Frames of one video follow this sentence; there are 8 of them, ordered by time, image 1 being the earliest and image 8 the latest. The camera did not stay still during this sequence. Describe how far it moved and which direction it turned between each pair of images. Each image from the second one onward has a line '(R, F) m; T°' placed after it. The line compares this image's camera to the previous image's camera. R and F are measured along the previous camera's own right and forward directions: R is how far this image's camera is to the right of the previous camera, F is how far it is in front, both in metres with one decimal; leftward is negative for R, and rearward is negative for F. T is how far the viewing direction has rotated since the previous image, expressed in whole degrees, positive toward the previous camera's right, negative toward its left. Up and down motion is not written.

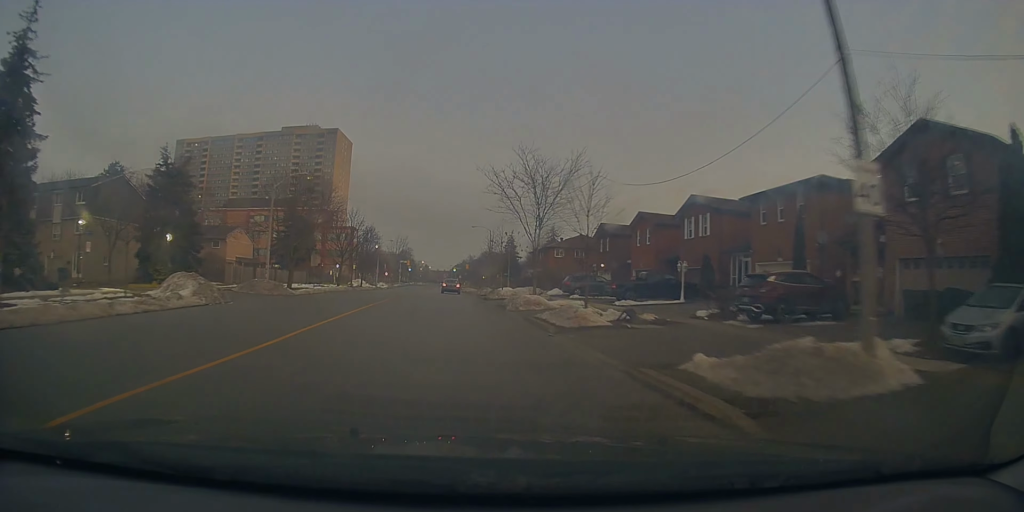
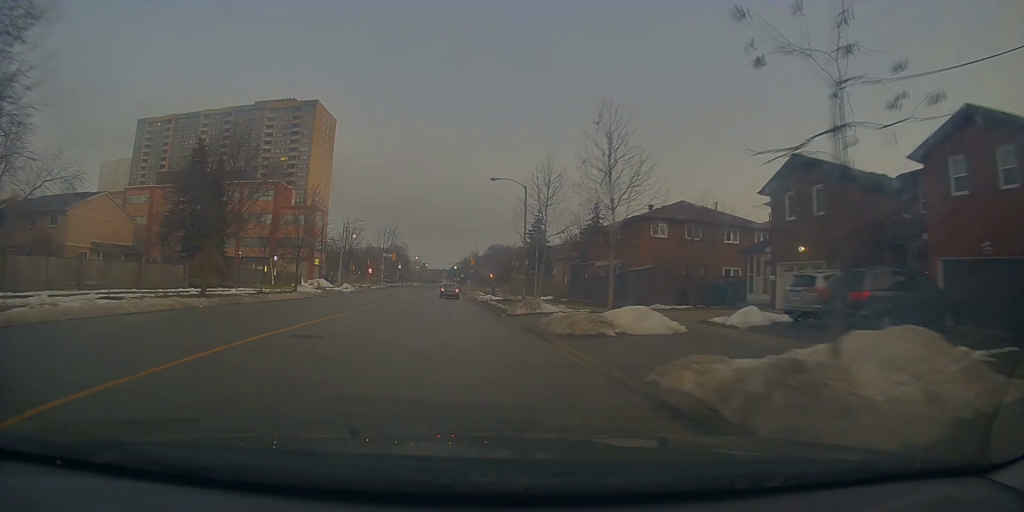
(-2.1, +34.5) m; -2°
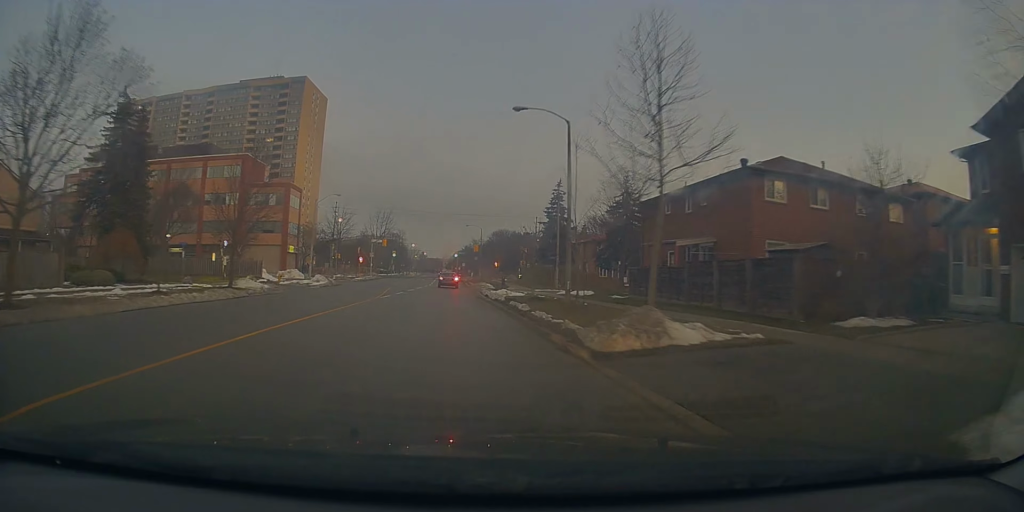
(-0.1, +14.7) m; +1°
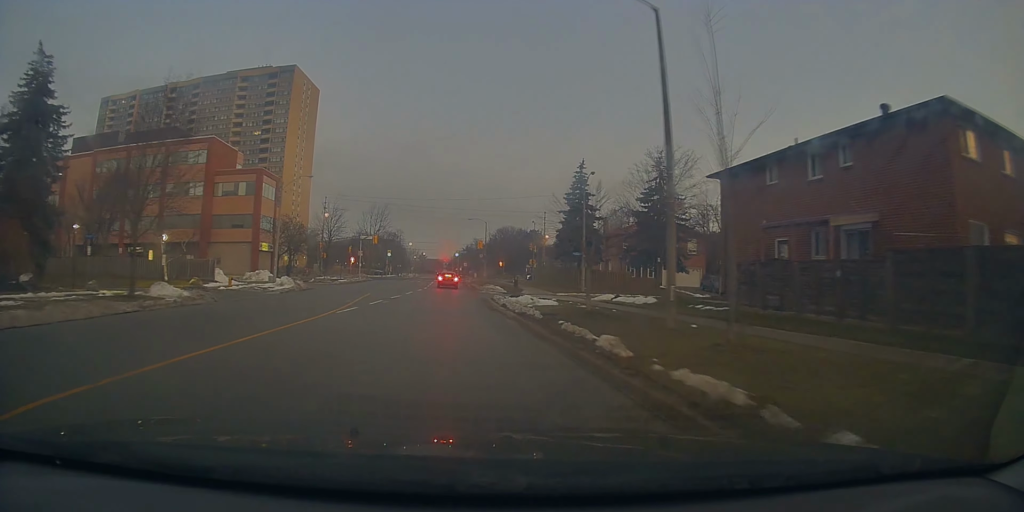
(+0.1, +11.5) m; +1°
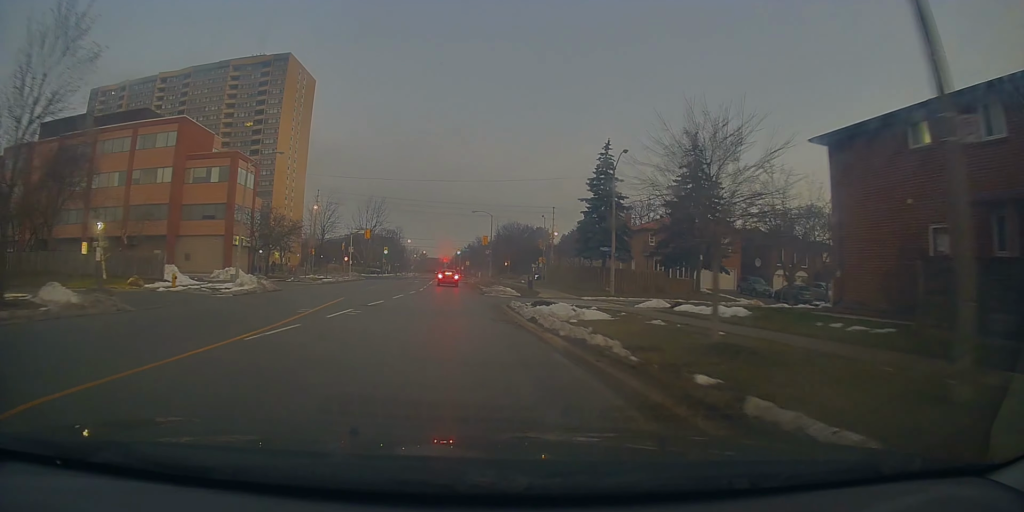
(+0.1, +8.5) m; 0°
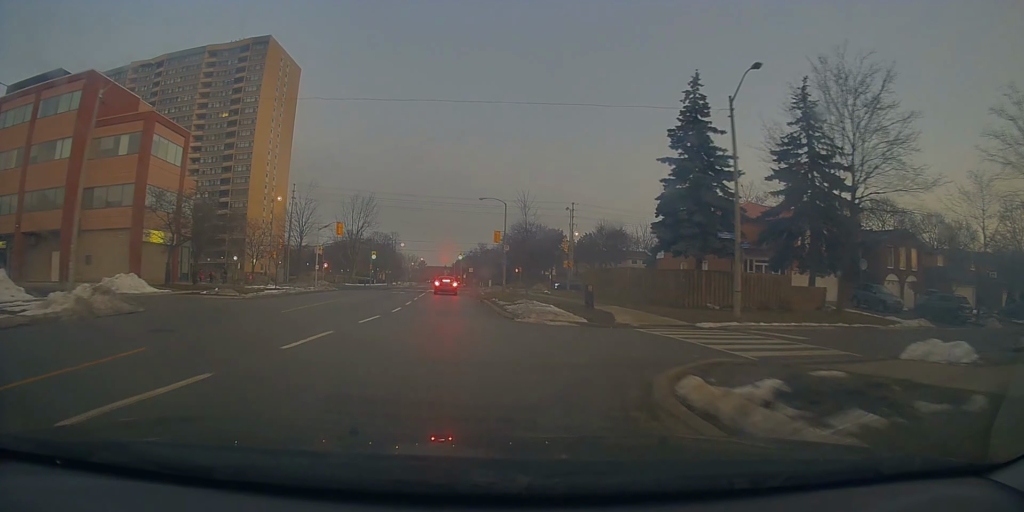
(-0.3, +17.9) m; -2°
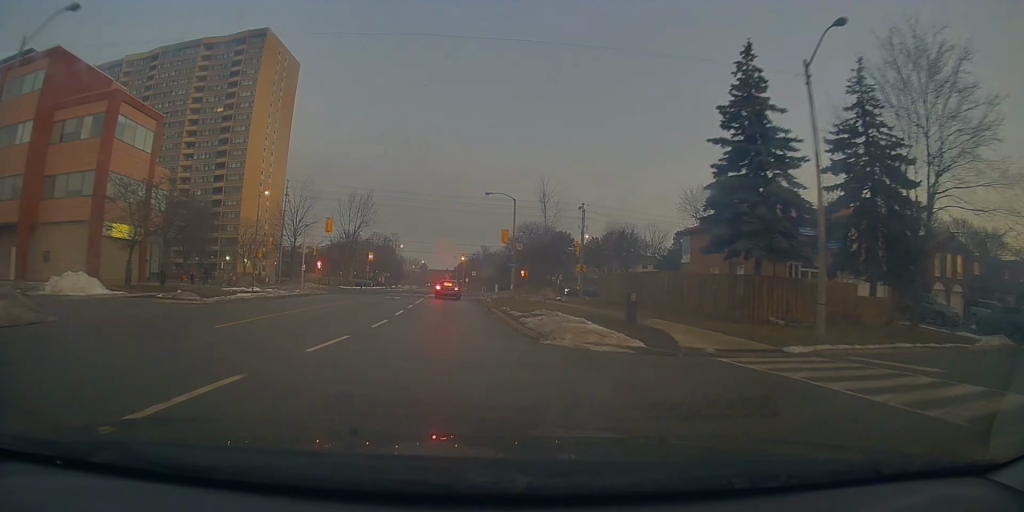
(-0.1, +5.4) m; 0°
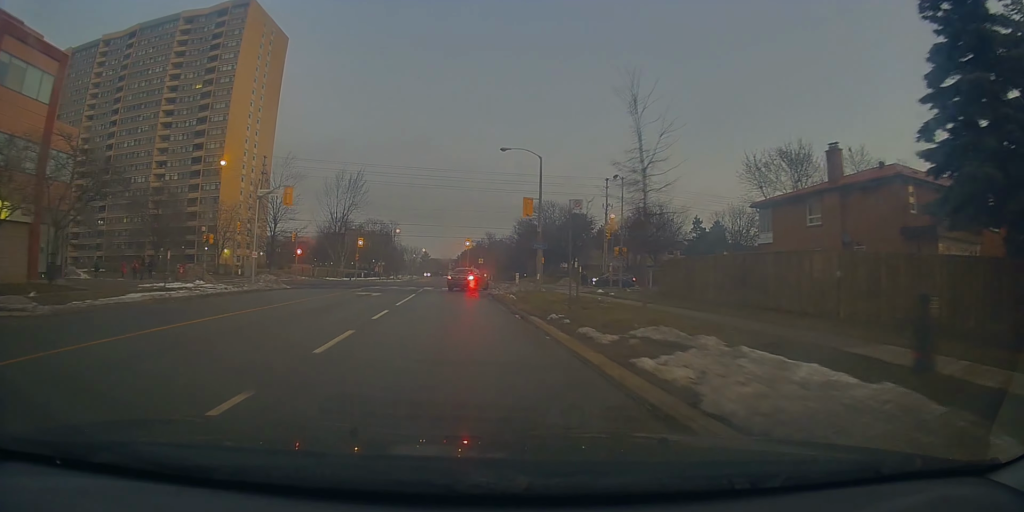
(-0.1, +12.2) m; 0°
